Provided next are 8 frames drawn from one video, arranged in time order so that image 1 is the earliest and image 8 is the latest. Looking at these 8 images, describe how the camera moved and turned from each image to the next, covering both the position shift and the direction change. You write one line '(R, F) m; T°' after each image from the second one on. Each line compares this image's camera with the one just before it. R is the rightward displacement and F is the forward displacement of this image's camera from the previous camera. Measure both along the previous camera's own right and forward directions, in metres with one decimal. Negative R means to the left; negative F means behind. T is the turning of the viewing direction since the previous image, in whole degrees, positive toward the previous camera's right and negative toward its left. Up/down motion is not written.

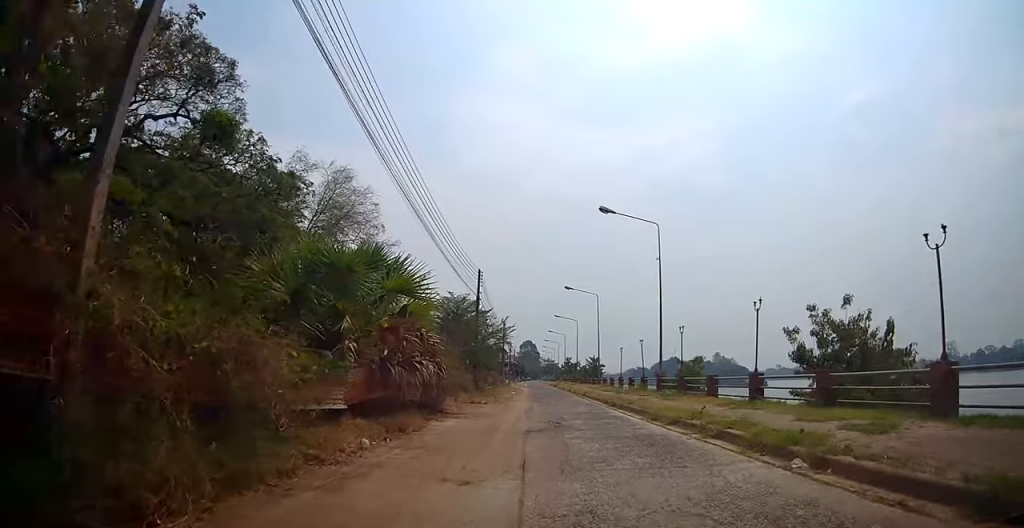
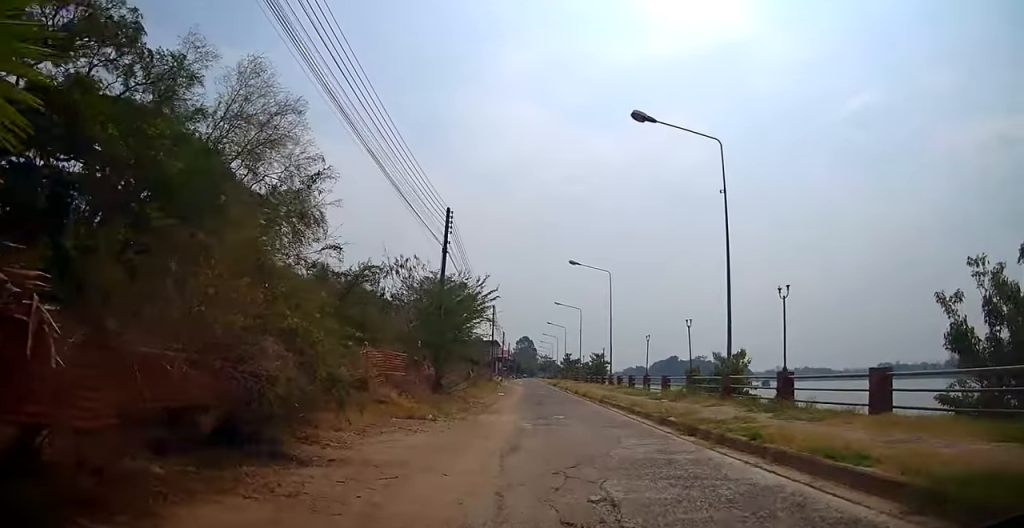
(-0.4, +12.0) m; -2°
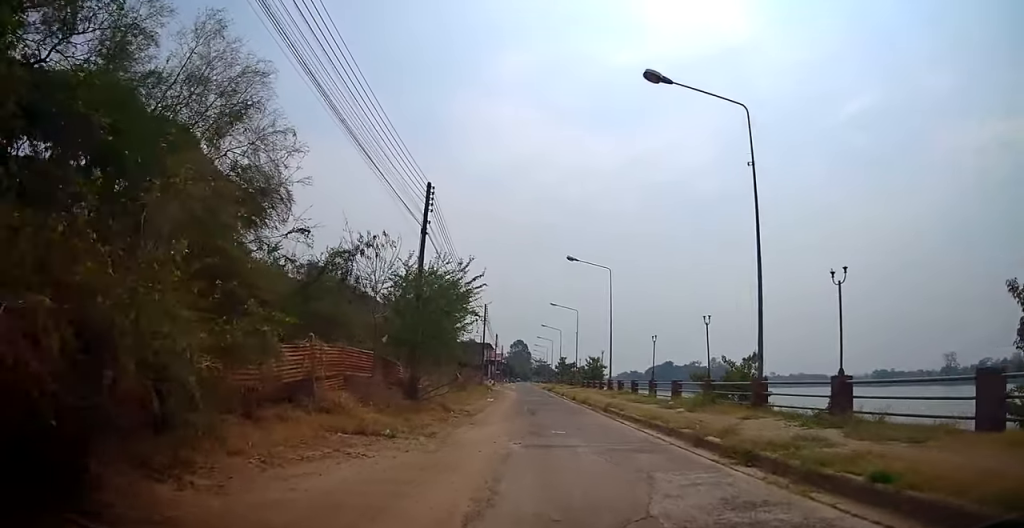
(0.0, +3.5) m; 0°
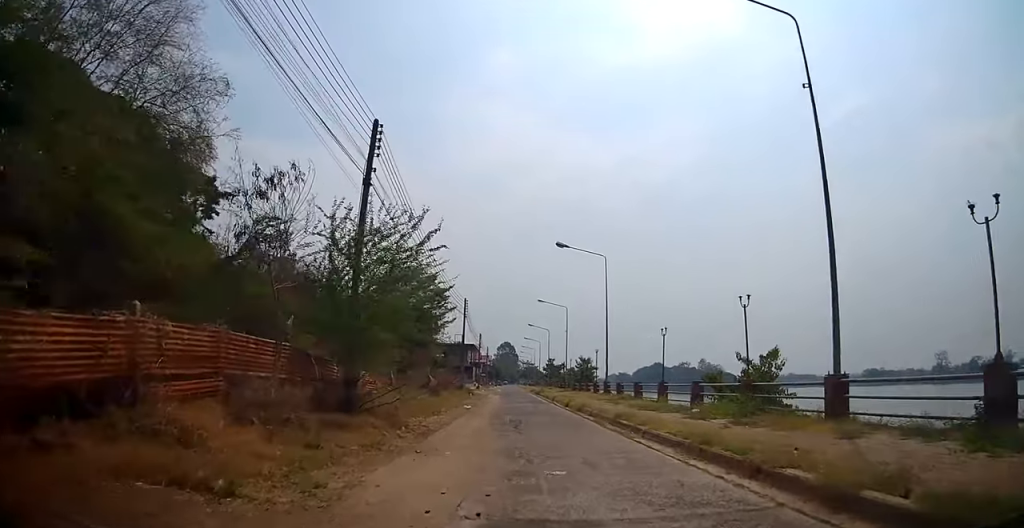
(+0.1, +5.5) m; 0°
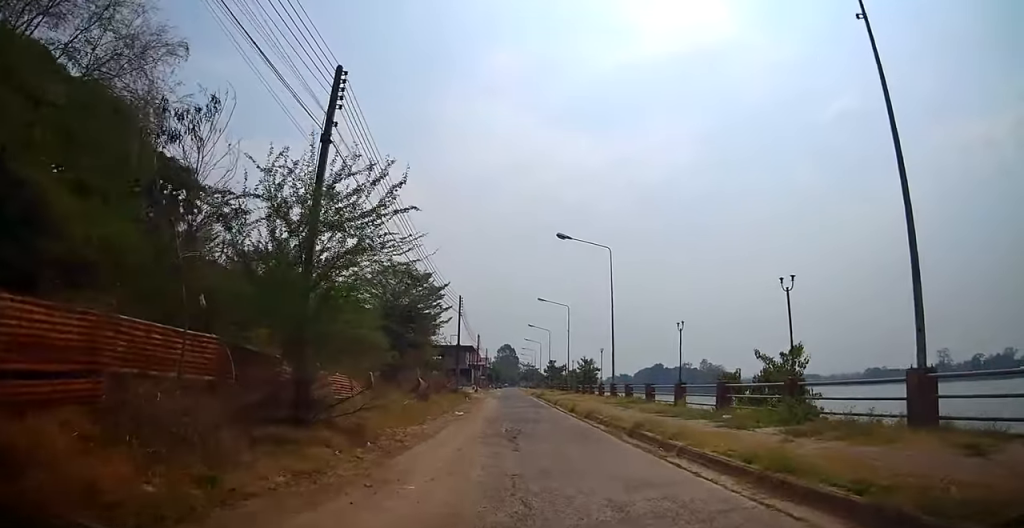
(-0.1, +3.0) m; -1°
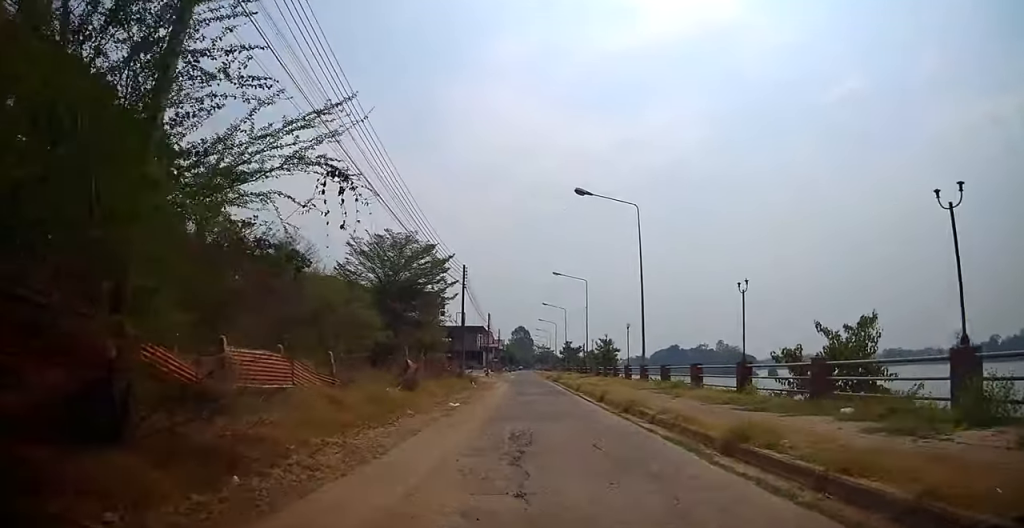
(0.0, +5.8) m; -1°
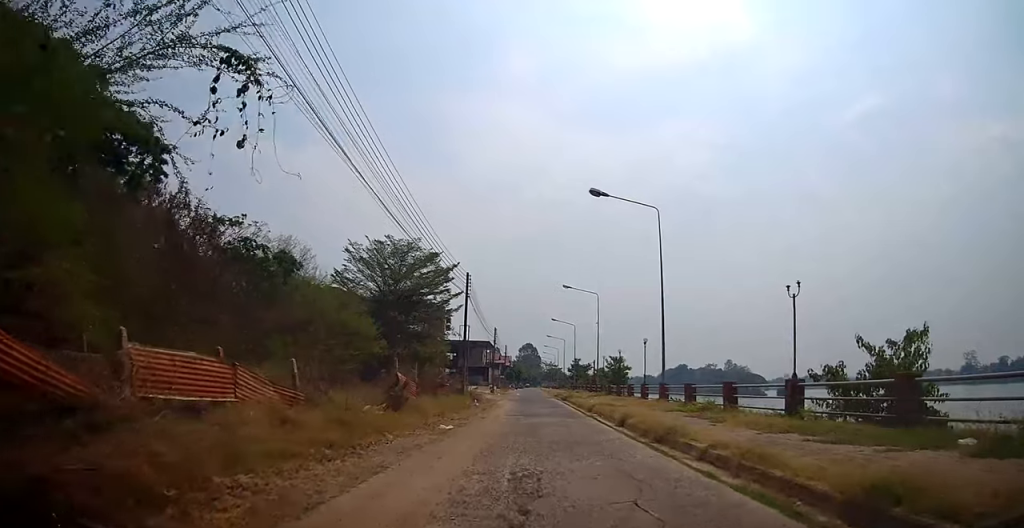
(+0.1, +2.9) m; -1°
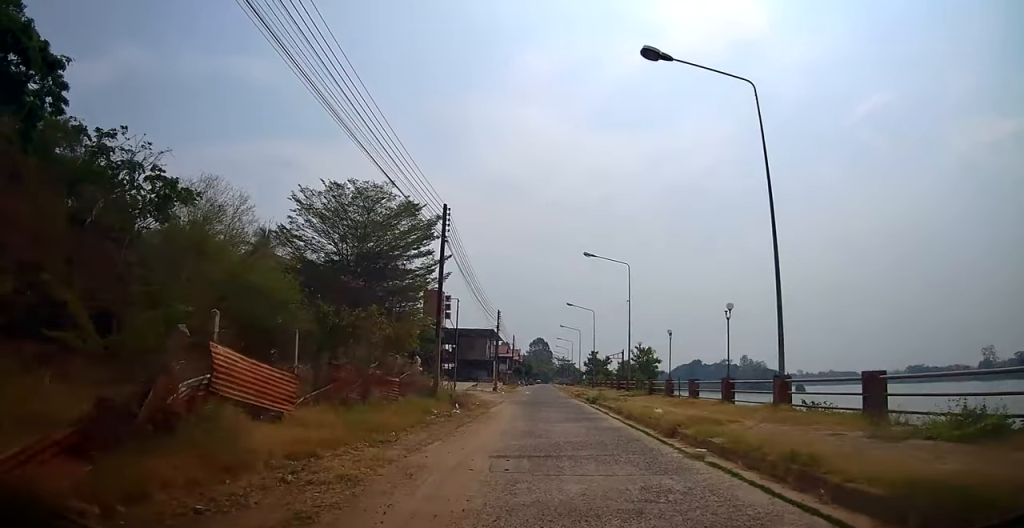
(-0.1, +12.1) m; +1°
